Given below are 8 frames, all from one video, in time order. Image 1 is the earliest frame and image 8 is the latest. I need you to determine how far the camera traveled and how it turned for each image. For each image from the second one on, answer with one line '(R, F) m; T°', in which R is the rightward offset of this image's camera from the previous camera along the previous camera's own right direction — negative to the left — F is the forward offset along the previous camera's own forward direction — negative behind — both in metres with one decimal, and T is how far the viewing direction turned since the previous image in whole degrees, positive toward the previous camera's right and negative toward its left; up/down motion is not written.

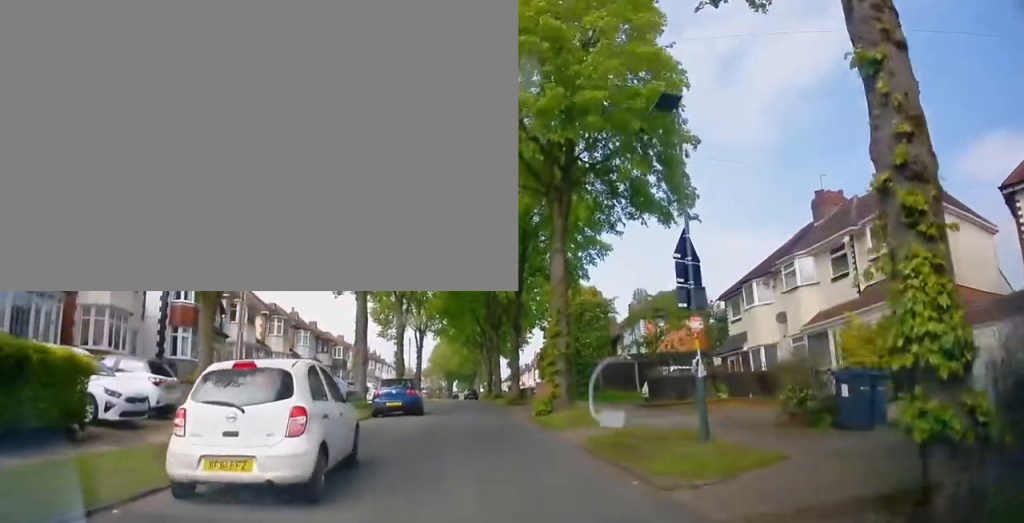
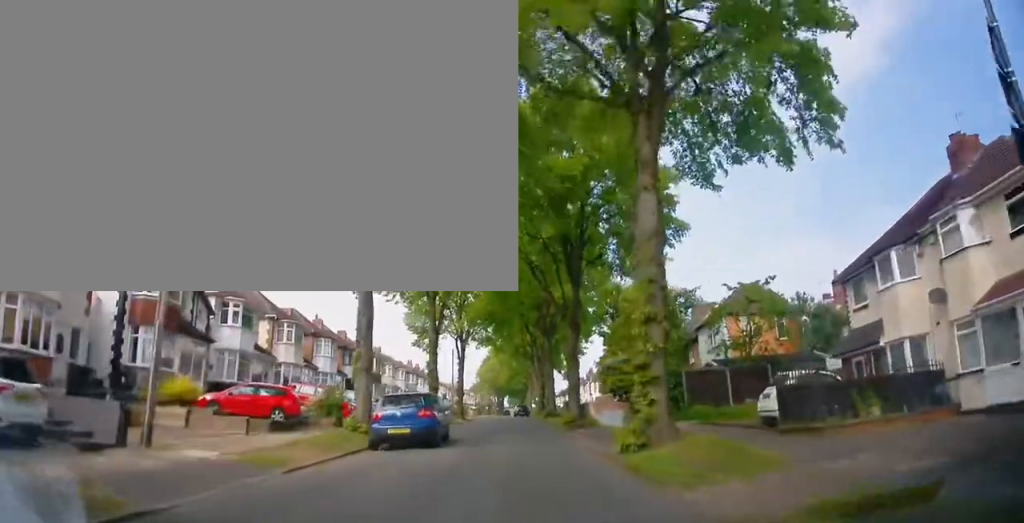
(+0.2, +7.0) m; -7°
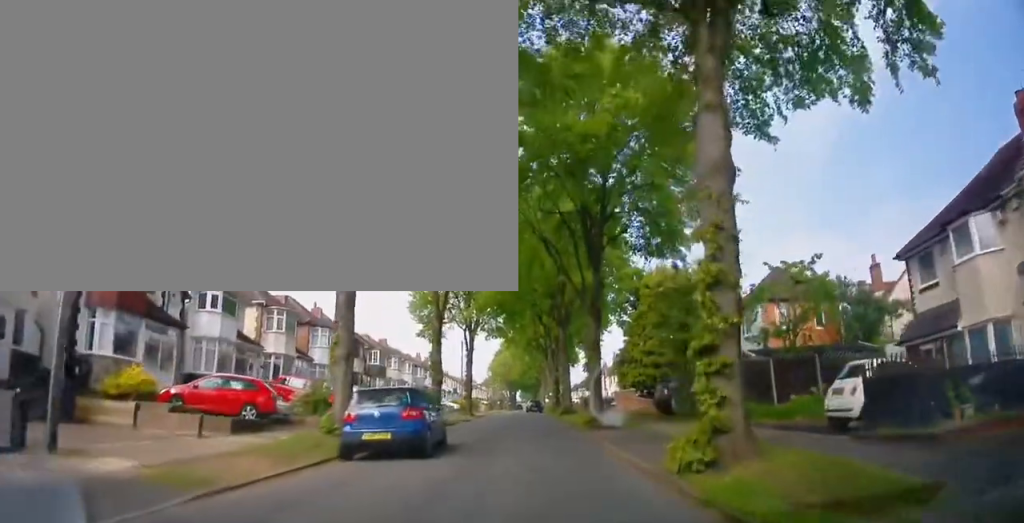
(-0.6, +3.4) m; -3°
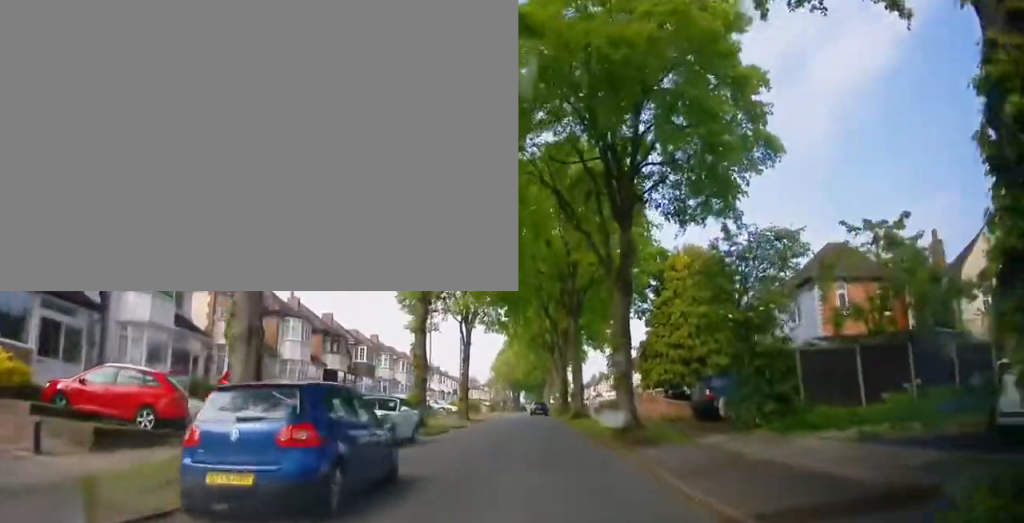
(-0.1, +5.5) m; +1°
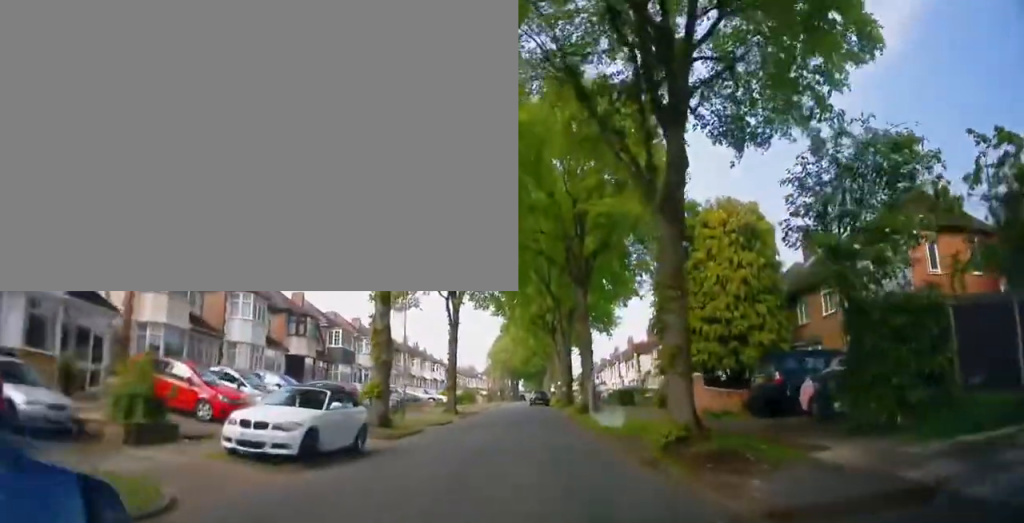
(+0.3, +6.3) m; 0°
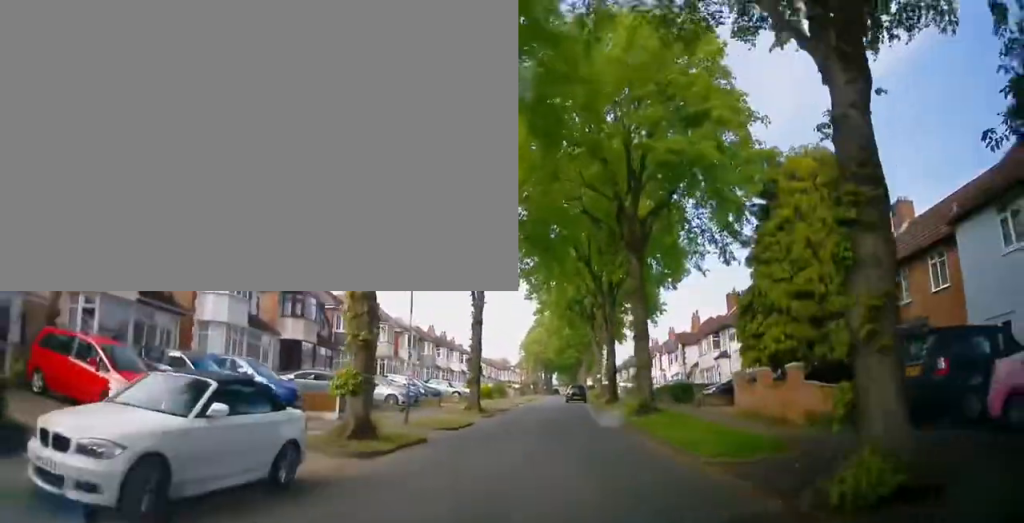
(-0.2, +5.4) m; -4°
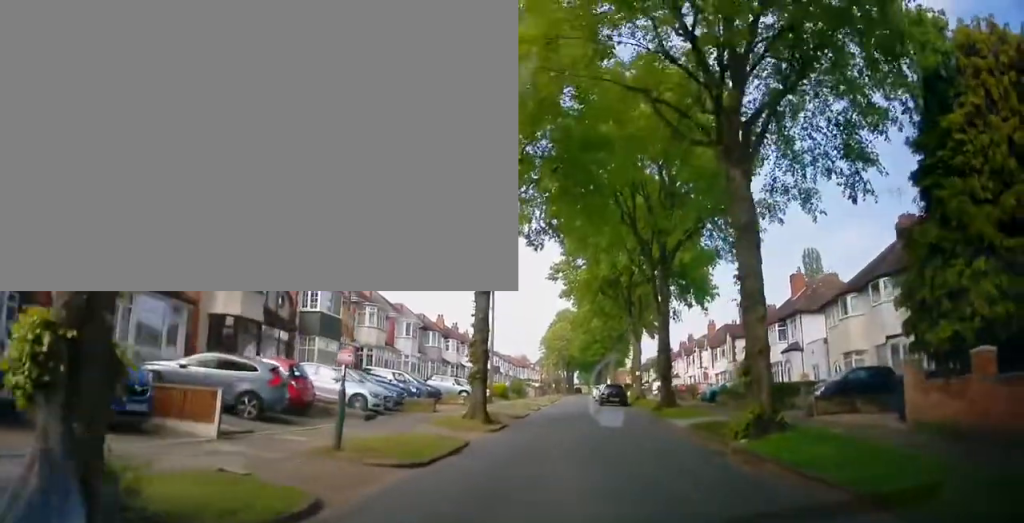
(-0.5, +9.2) m; -3°
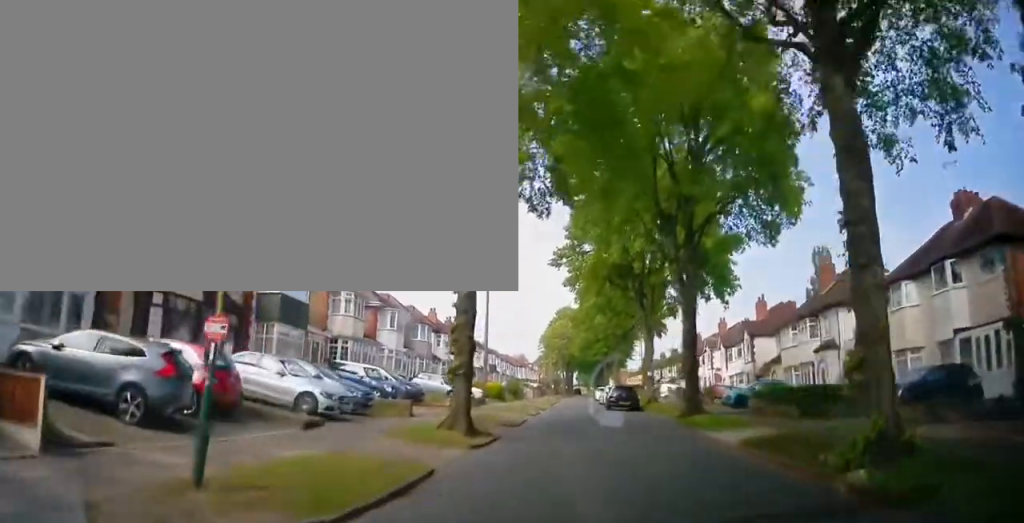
(0.0, +4.7) m; 0°
